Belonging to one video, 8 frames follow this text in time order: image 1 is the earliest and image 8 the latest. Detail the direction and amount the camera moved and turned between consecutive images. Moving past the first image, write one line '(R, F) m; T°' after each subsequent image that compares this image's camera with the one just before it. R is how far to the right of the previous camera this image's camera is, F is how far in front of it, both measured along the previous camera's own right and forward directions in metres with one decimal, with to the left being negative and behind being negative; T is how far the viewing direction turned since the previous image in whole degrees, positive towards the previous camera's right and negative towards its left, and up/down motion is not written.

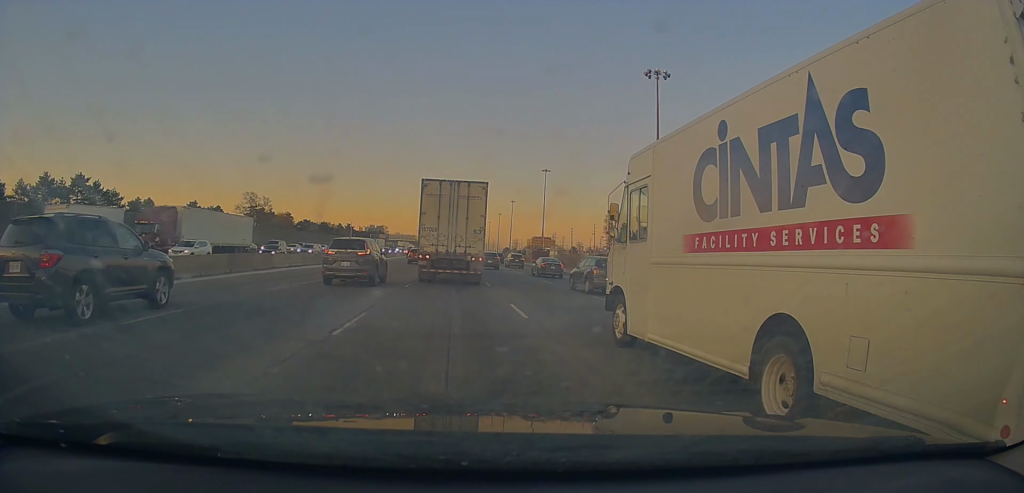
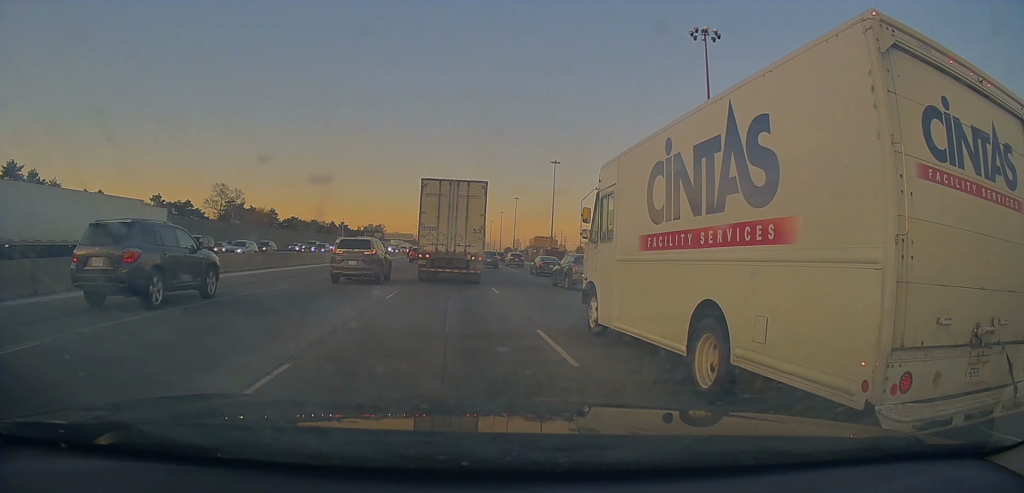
(0.0, +17.0) m; 0°
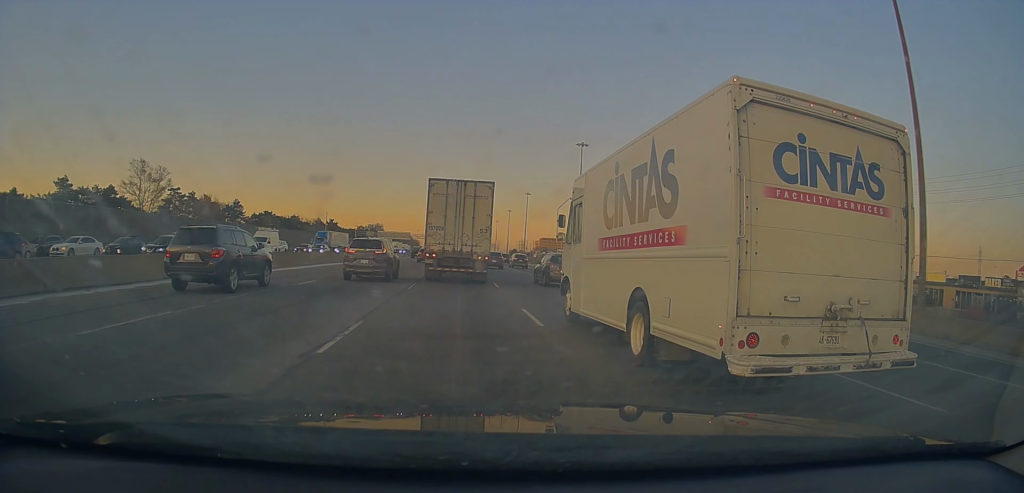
(-0.3, +32.1) m; +1°
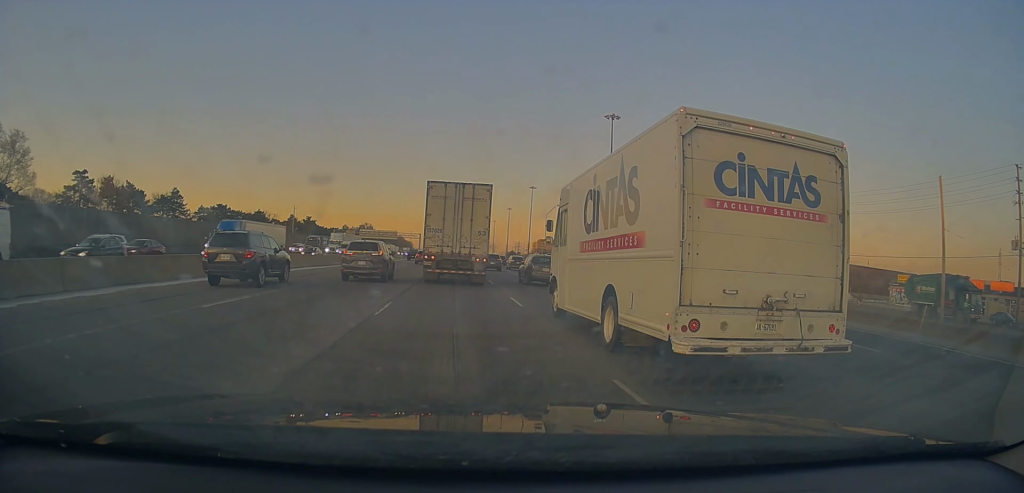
(+0.2, +31.3) m; 0°
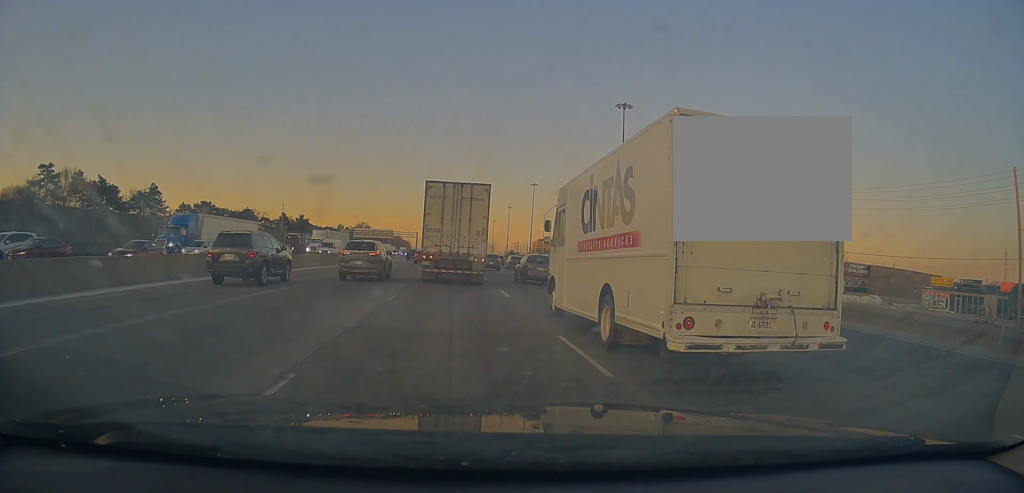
(-0.2, +8.5) m; 0°
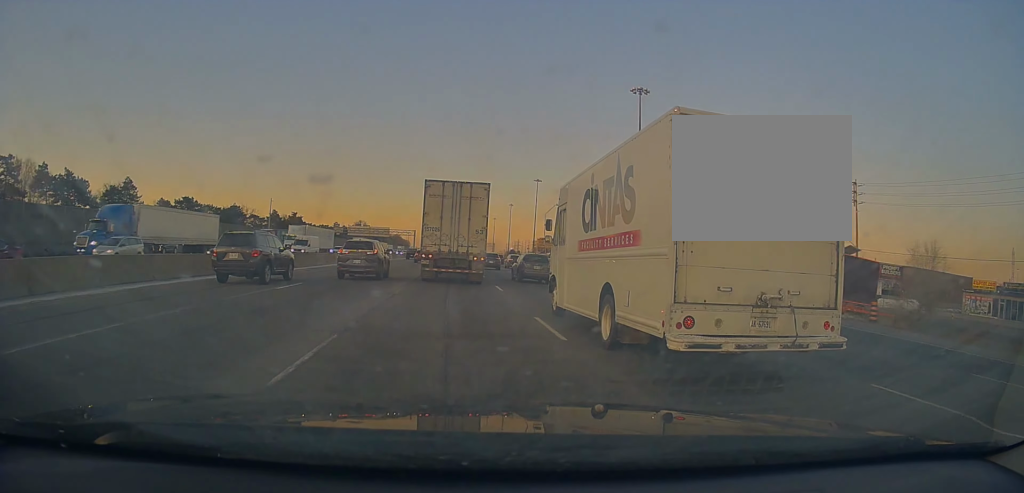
(+0.2, +9.2) m; +1°
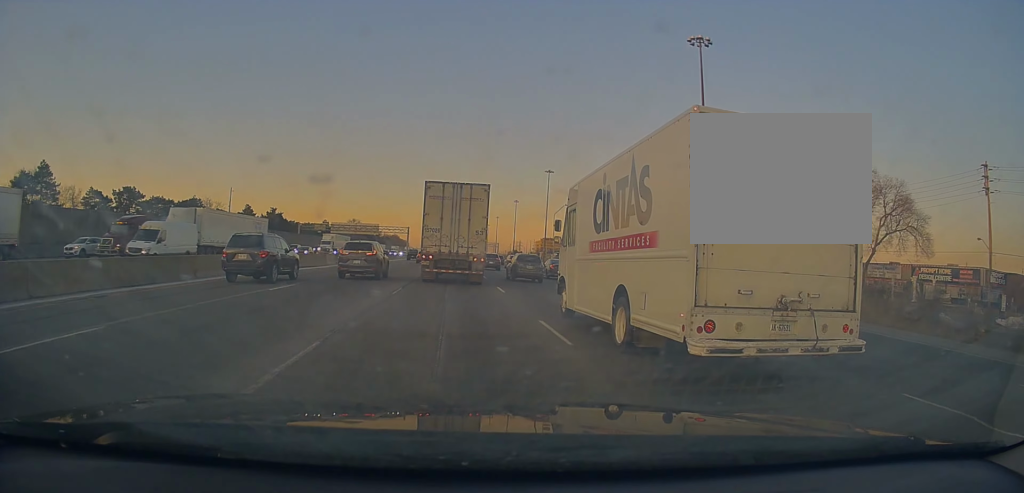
(+0.3, +24.2) m; 0°
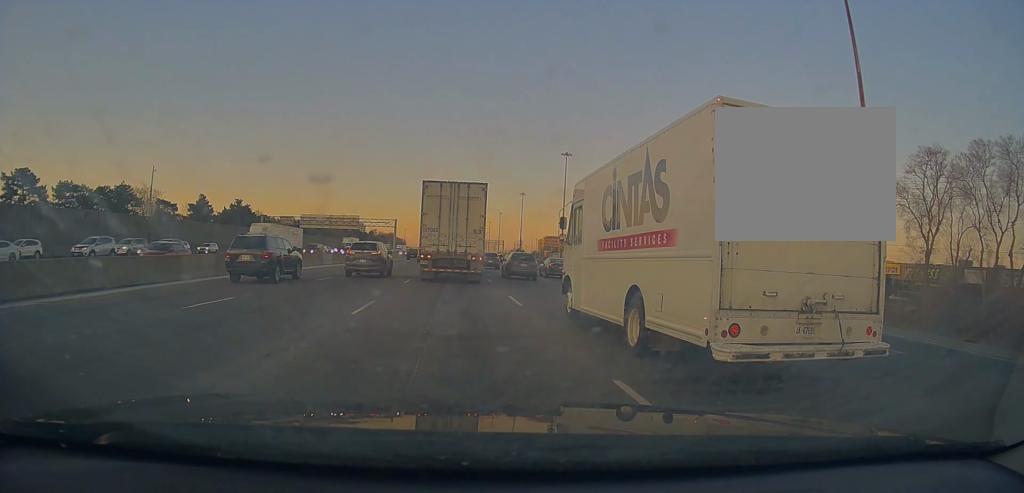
(-0.5, +29.2) m; 0°
